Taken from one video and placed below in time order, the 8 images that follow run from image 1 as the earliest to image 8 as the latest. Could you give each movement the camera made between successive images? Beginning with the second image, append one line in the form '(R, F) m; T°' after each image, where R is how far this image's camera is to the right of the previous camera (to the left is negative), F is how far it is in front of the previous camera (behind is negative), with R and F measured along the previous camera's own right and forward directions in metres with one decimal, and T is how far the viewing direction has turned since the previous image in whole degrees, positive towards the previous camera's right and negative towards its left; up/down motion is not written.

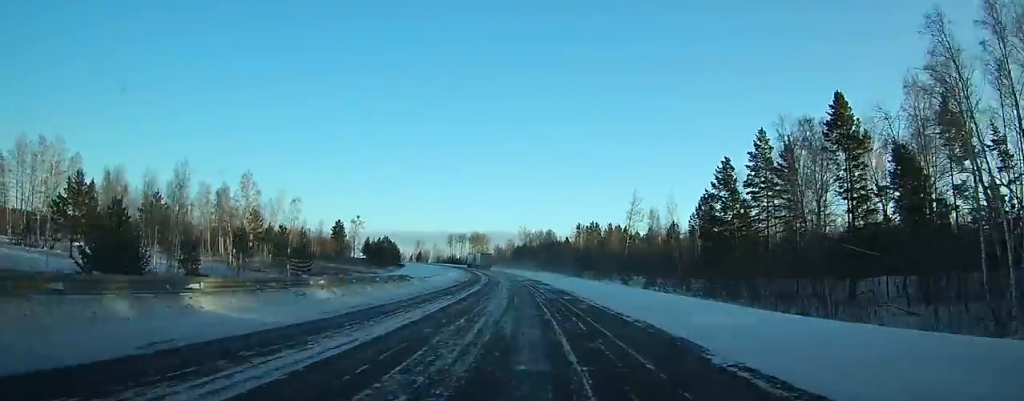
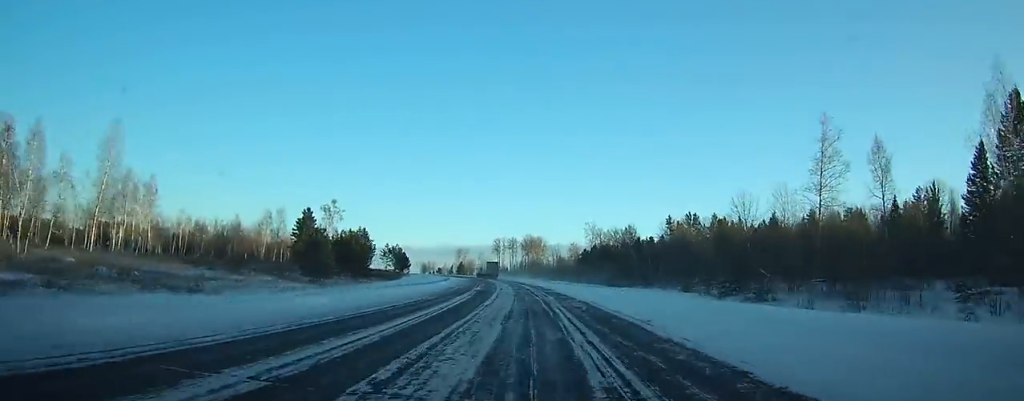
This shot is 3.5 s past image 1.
(-3.8, +81.1) m; -6°
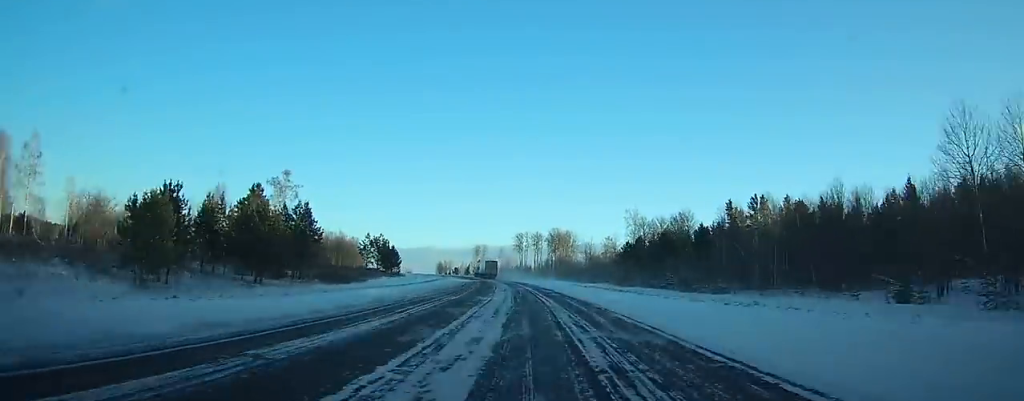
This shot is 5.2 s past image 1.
(-1.1, +40.1) m; -3°
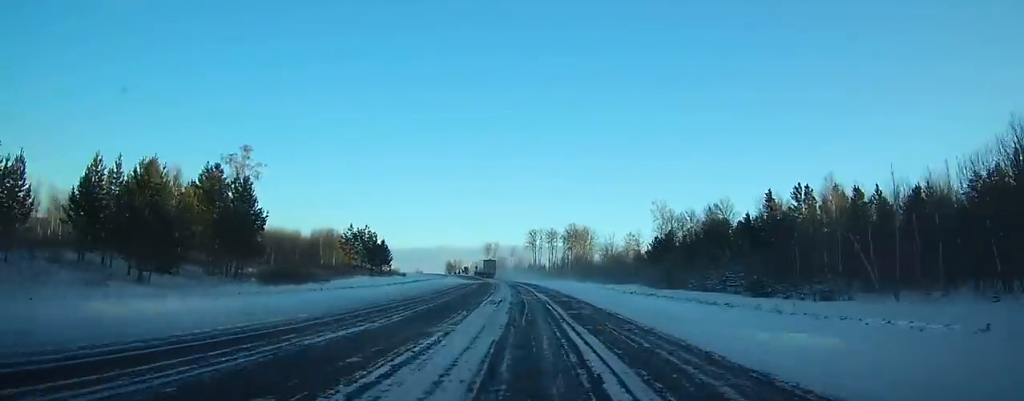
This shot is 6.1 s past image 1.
(-0.4, +19.7) m; -1°
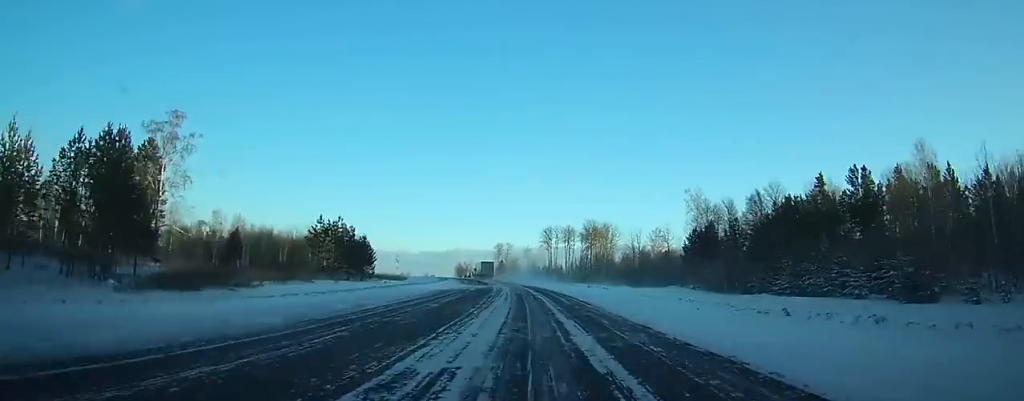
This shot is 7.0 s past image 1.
(-0.1, +21.2) m; -1°
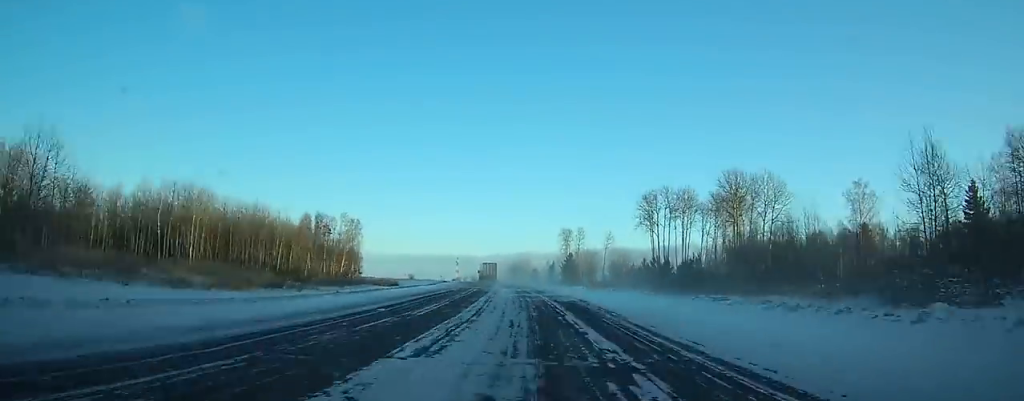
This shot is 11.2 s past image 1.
(-5.9, +92.9) m; -7°
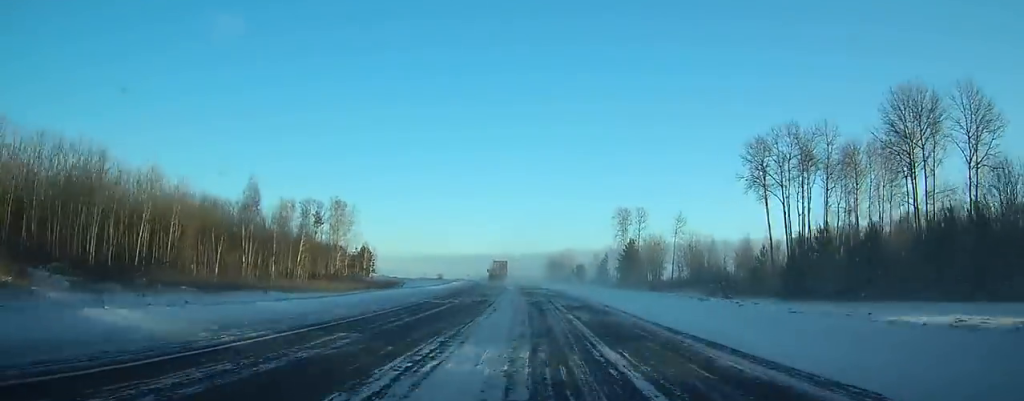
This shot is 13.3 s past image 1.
(-1.1, +45.0) m; -3°
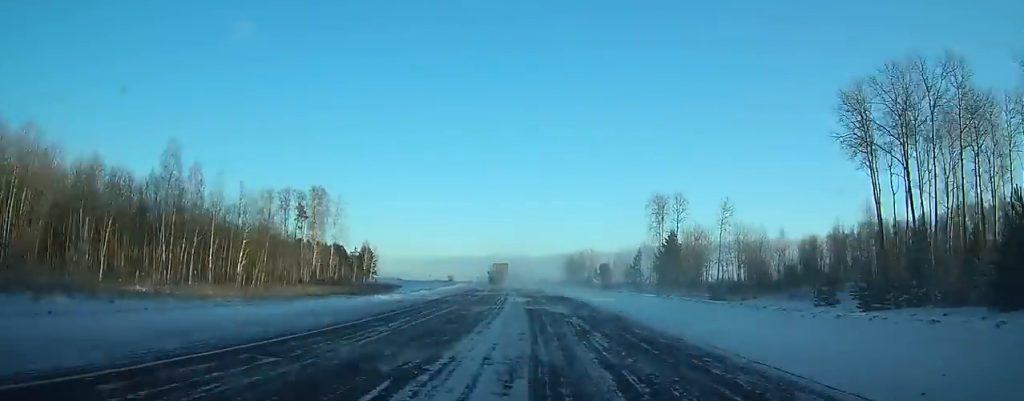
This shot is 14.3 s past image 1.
(-0.7, +23.1) m; -2°
